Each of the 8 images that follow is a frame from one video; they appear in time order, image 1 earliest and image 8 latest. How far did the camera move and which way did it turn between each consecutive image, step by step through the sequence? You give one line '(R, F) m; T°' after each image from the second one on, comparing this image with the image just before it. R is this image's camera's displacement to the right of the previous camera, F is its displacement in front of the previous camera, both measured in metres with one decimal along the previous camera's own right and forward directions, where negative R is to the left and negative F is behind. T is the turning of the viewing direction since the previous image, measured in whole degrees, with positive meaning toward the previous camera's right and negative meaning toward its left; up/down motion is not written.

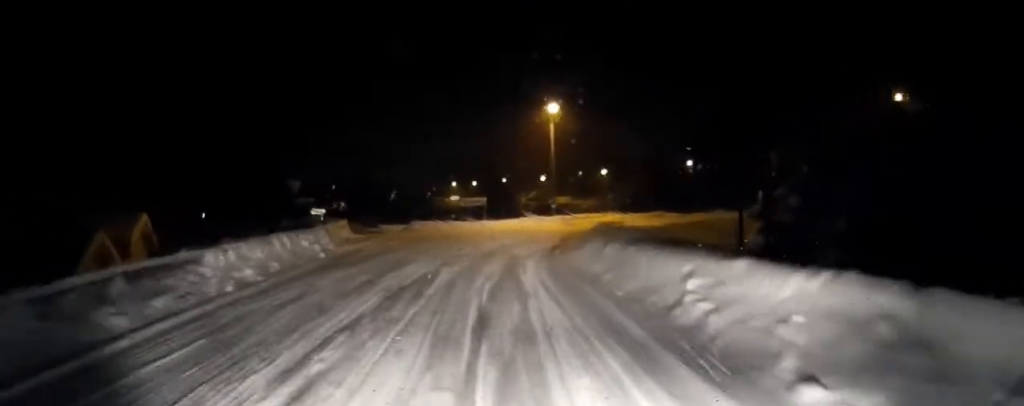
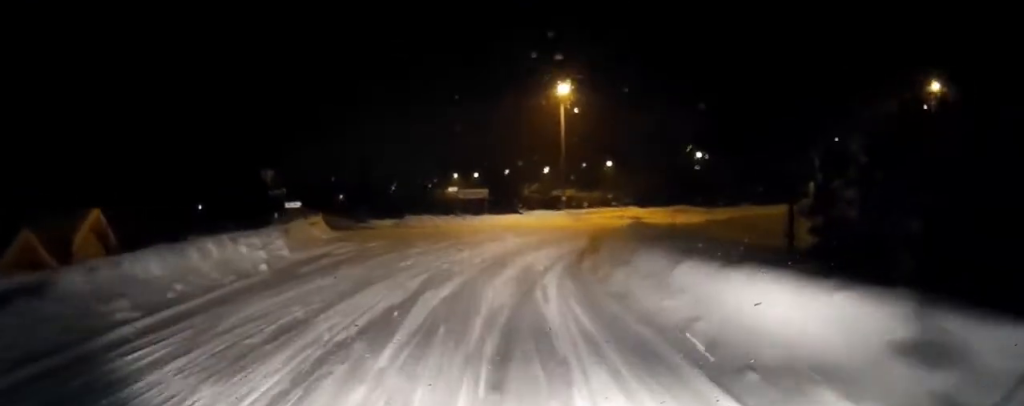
(-0.3, +4.7) m; -1°
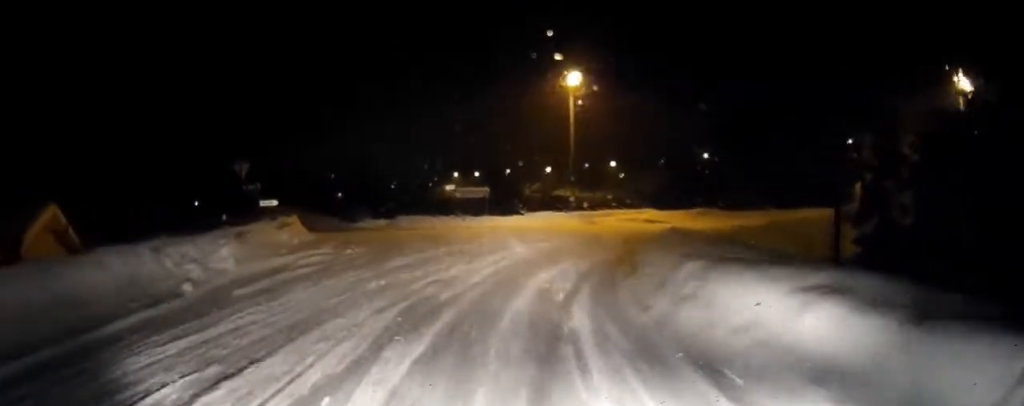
(+0.2, +3.3) m; +1°
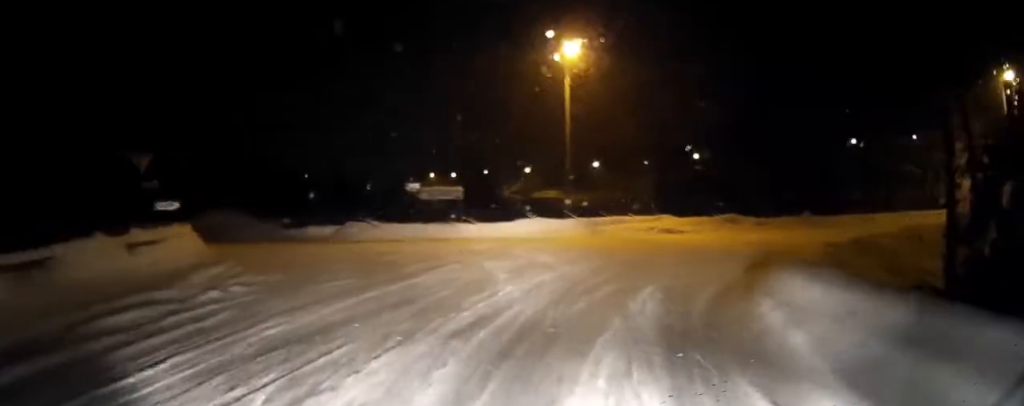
(+0.1, +6.7) m; +2°
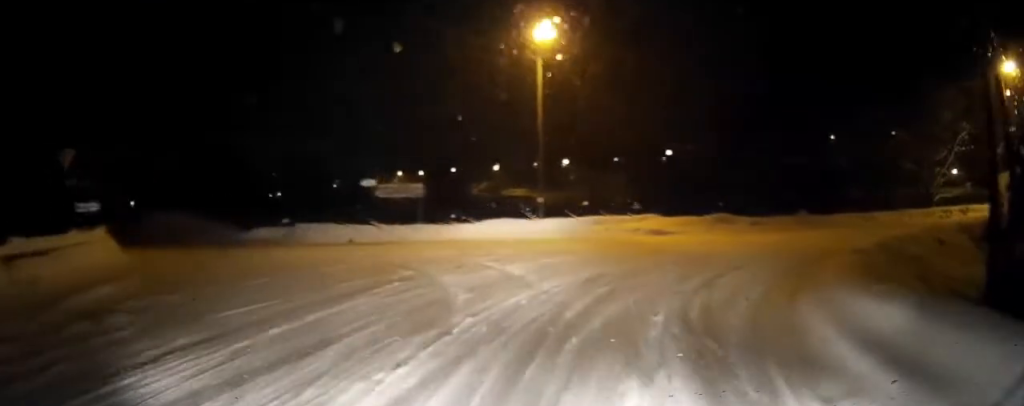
(0.0, +2.6) m; +1°
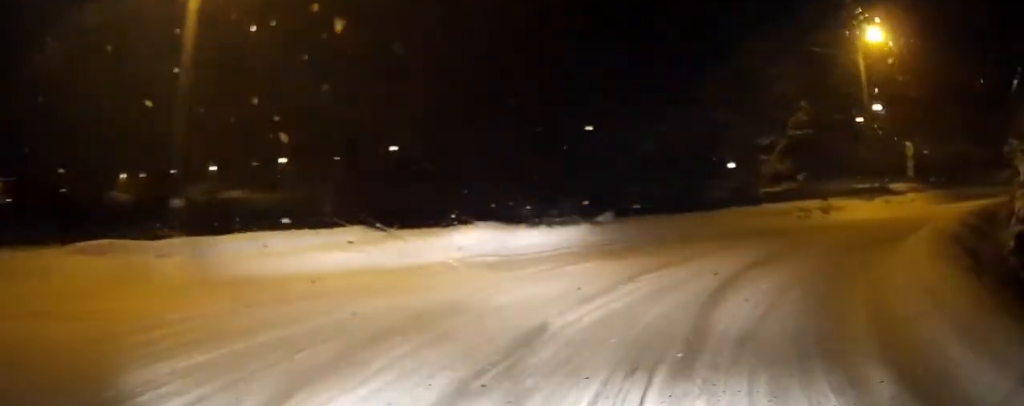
(+1.5, +10.1) m; +27°
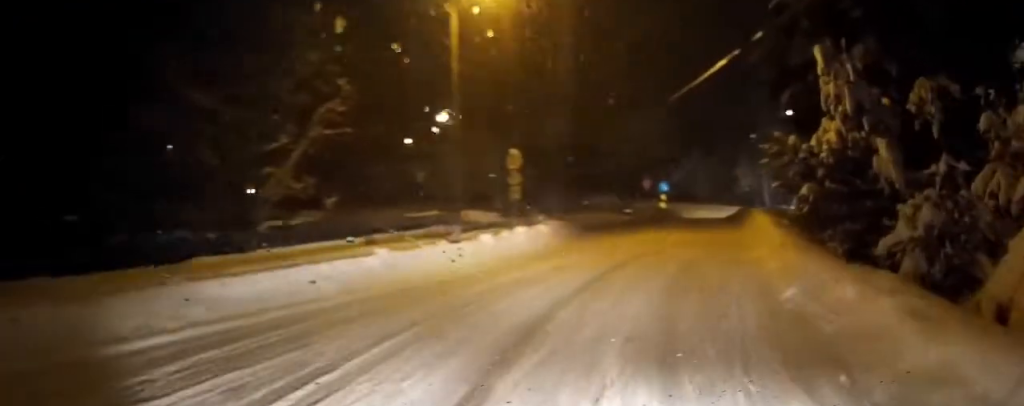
(+4.2, +11.6) m; +36°
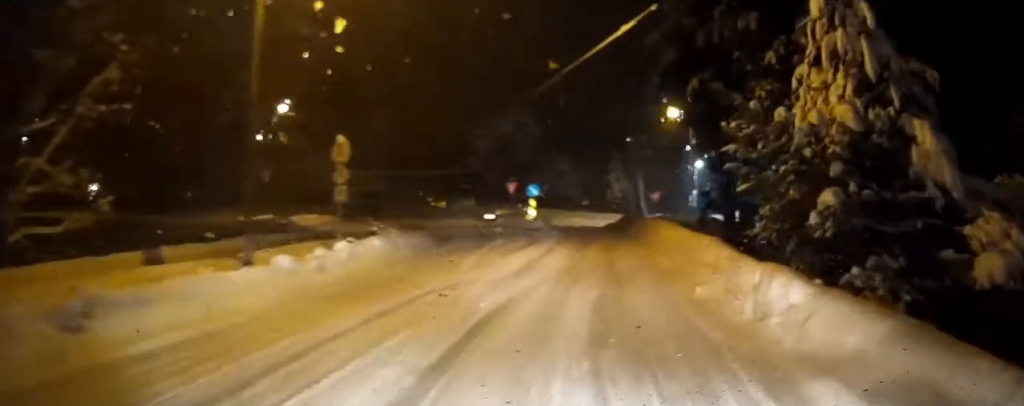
(+0.8, +5.3) m; +14°
